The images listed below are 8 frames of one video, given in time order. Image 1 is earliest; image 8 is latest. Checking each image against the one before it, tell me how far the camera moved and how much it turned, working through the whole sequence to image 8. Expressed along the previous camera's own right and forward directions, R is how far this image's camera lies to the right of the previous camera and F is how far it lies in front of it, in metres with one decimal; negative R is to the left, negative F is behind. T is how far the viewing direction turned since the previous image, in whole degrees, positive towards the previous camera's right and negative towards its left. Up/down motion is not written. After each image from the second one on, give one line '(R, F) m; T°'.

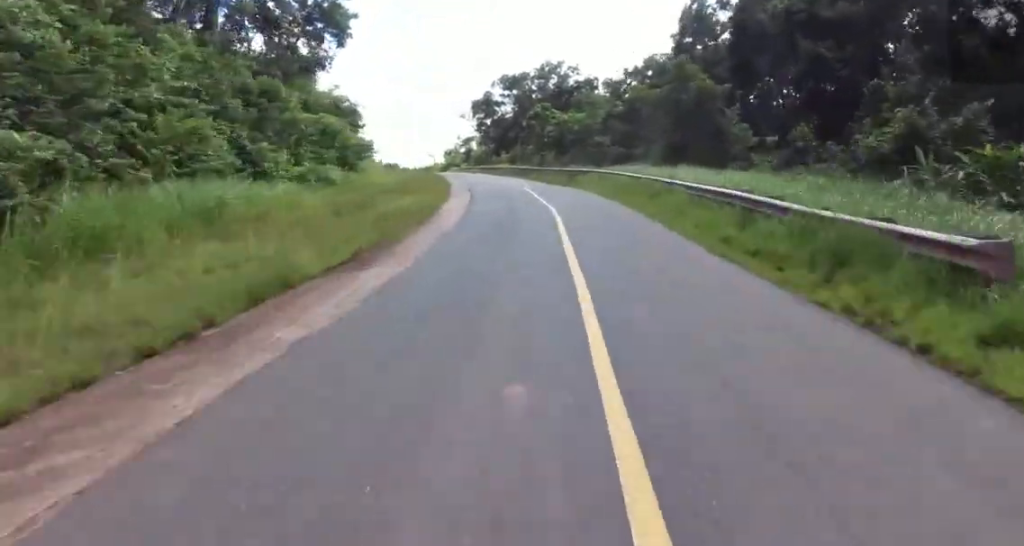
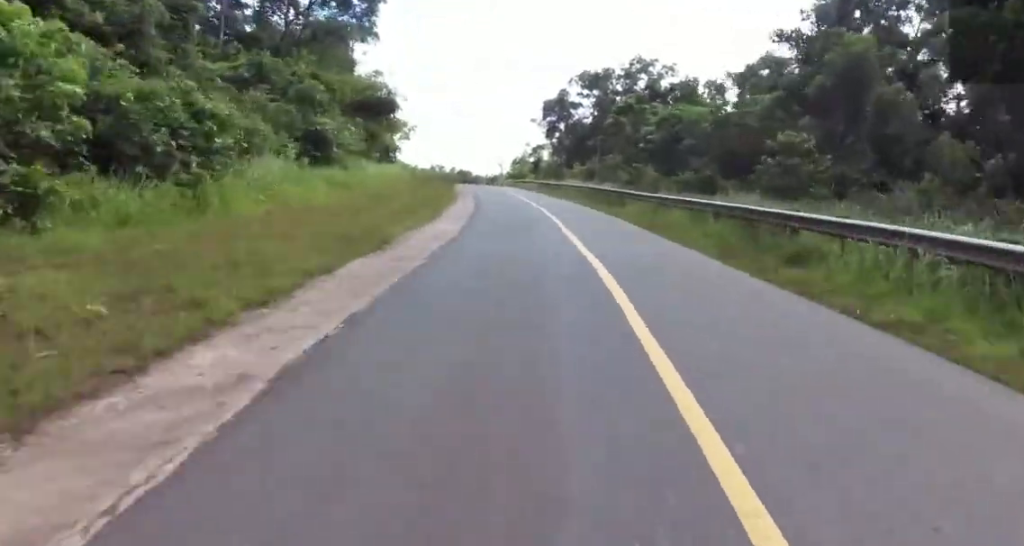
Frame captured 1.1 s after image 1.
(-0.8, +25.1) m; -5°
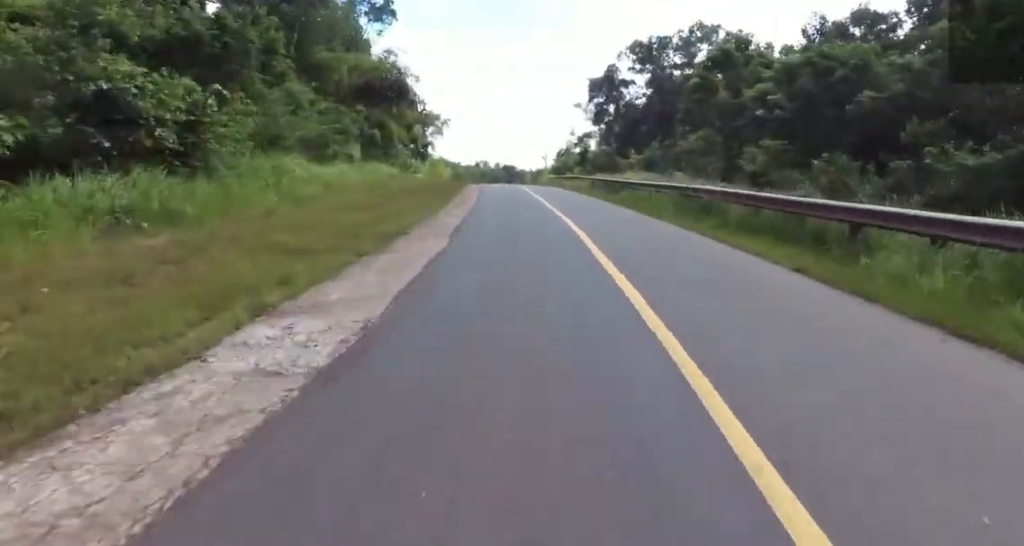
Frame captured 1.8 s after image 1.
(-0.9, +17.4) m; -3°
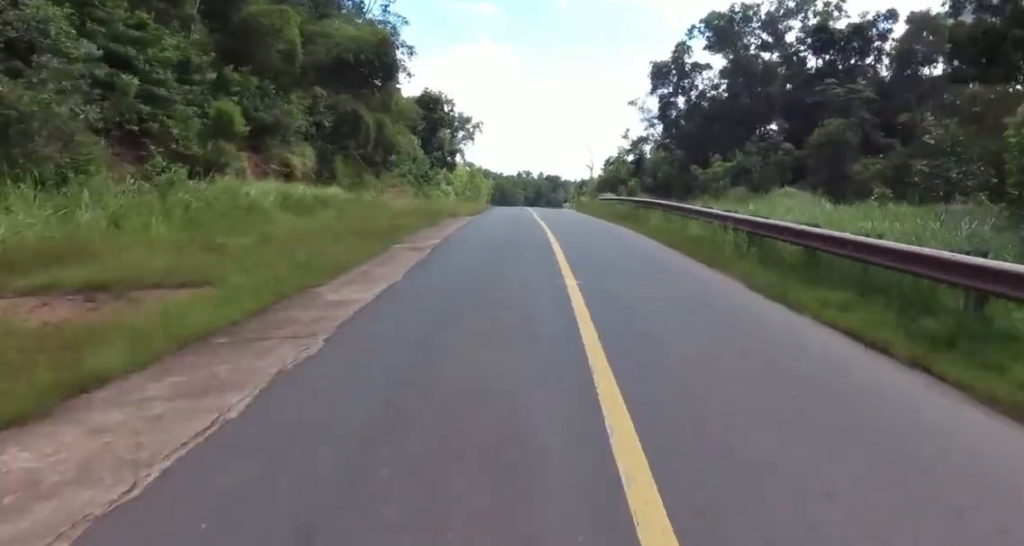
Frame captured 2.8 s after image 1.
(0.0, +21.2) m; -8°
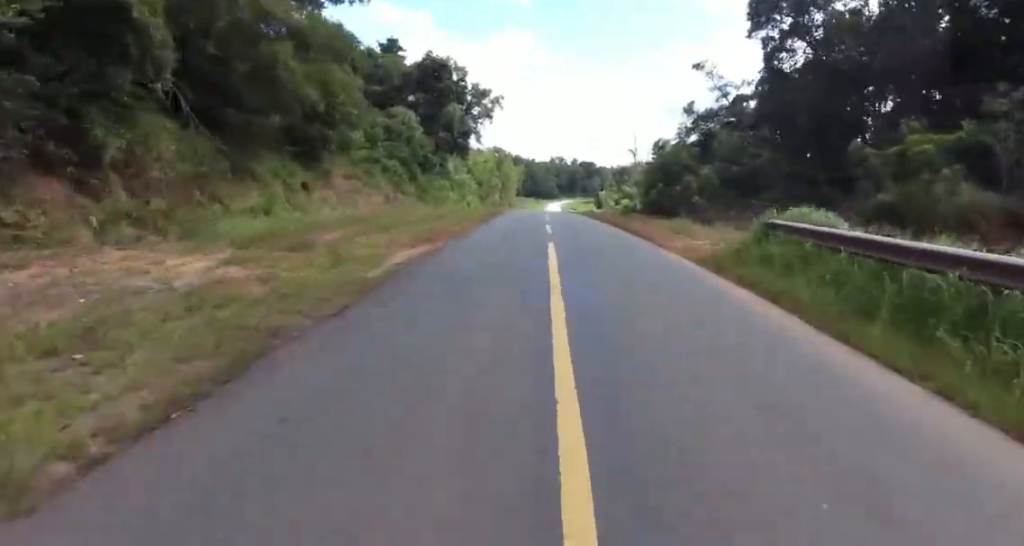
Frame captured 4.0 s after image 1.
(-3.8, +25.5) m; -7°
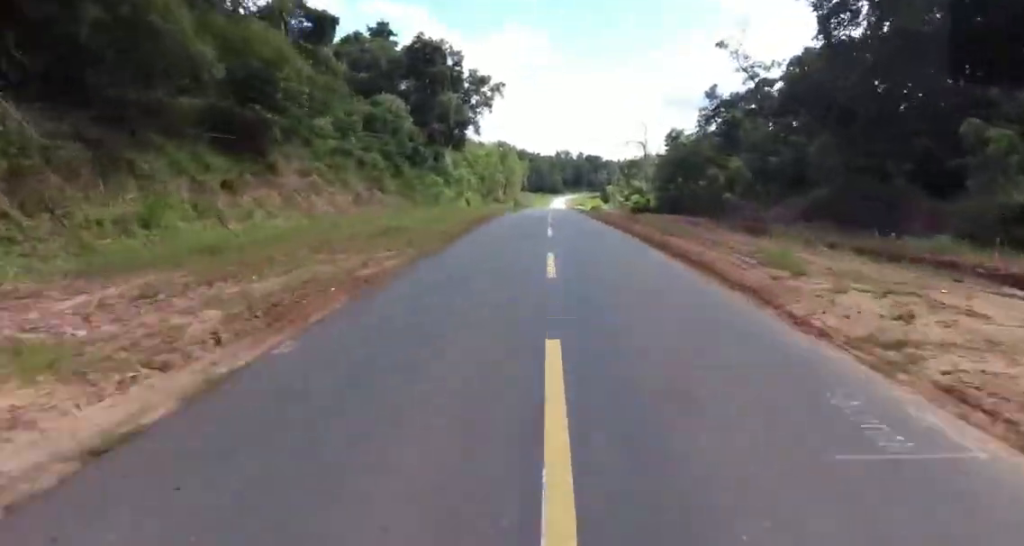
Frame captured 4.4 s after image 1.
(-0.2, +8.5) m; +3°
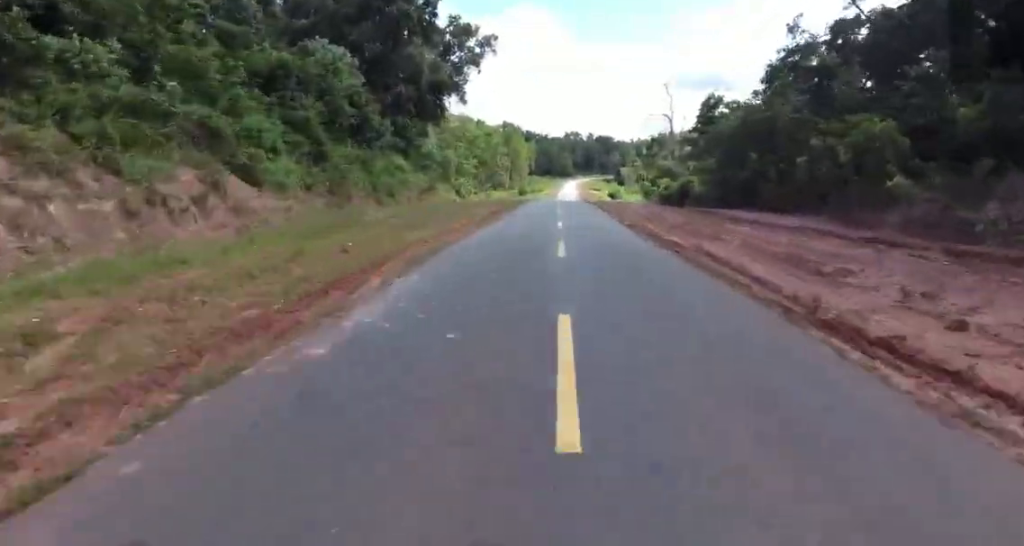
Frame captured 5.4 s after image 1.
(+1.5, +22.4) m; +6°
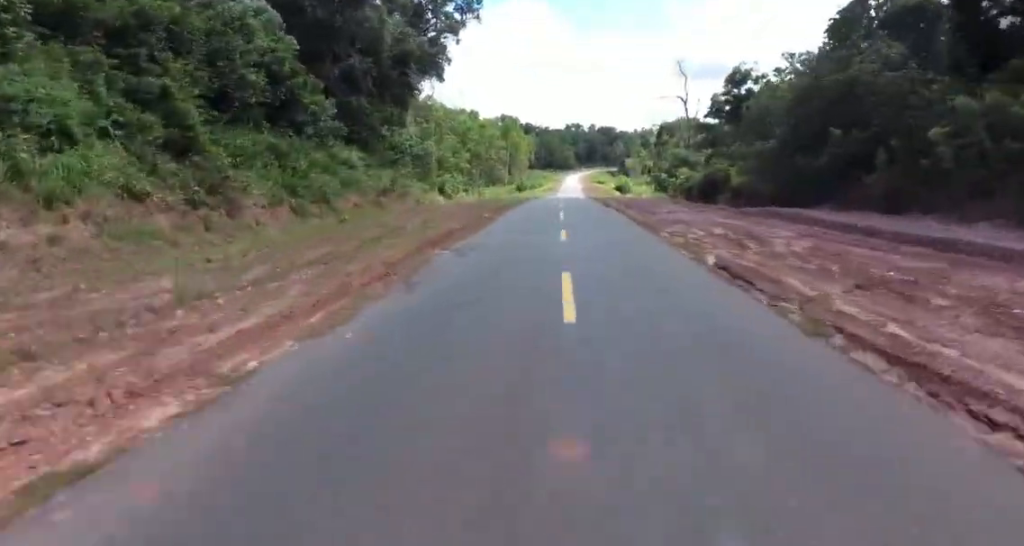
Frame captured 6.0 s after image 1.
(+0.6, +14.1) m; +1°
